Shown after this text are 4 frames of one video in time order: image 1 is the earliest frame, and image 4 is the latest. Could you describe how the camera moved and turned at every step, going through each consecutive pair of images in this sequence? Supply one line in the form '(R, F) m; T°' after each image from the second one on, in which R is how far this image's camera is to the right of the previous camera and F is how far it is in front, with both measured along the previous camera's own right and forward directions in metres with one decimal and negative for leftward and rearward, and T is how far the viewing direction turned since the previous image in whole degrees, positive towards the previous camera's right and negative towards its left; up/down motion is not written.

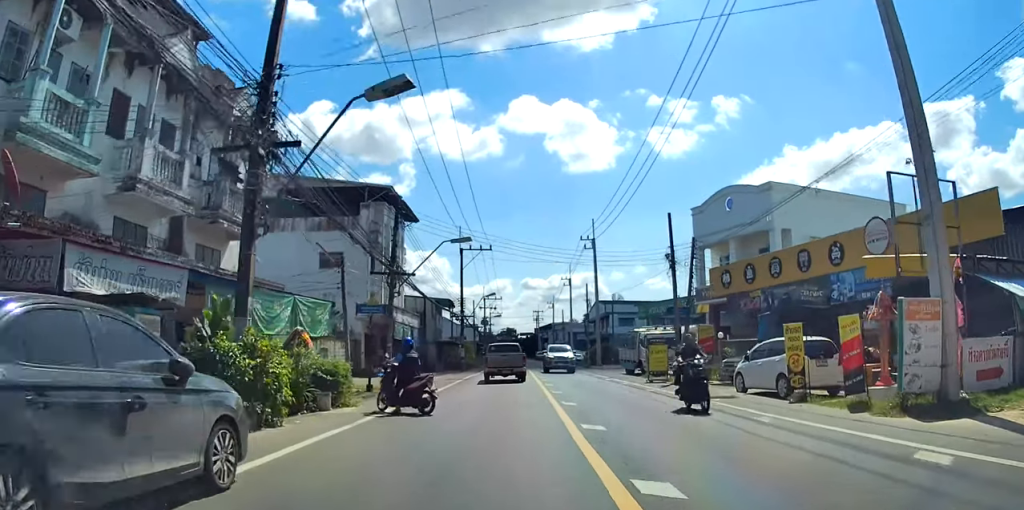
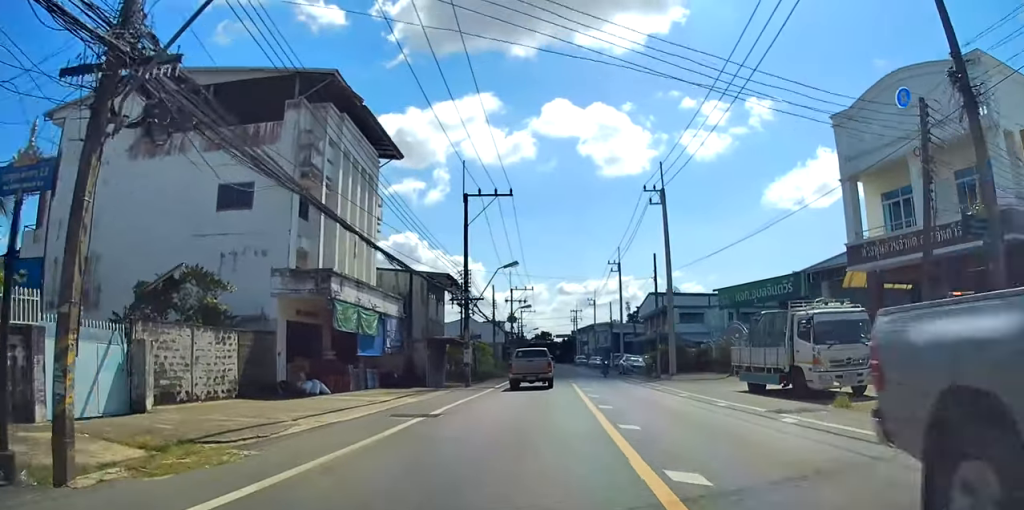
(-0.8, +19.3) m; -3°
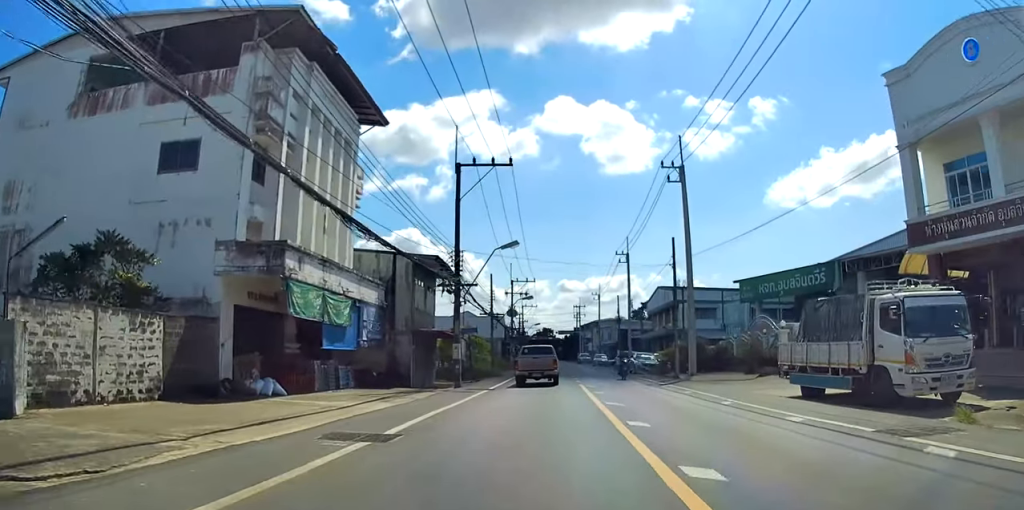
(+0.2, +5.4) m; -1°
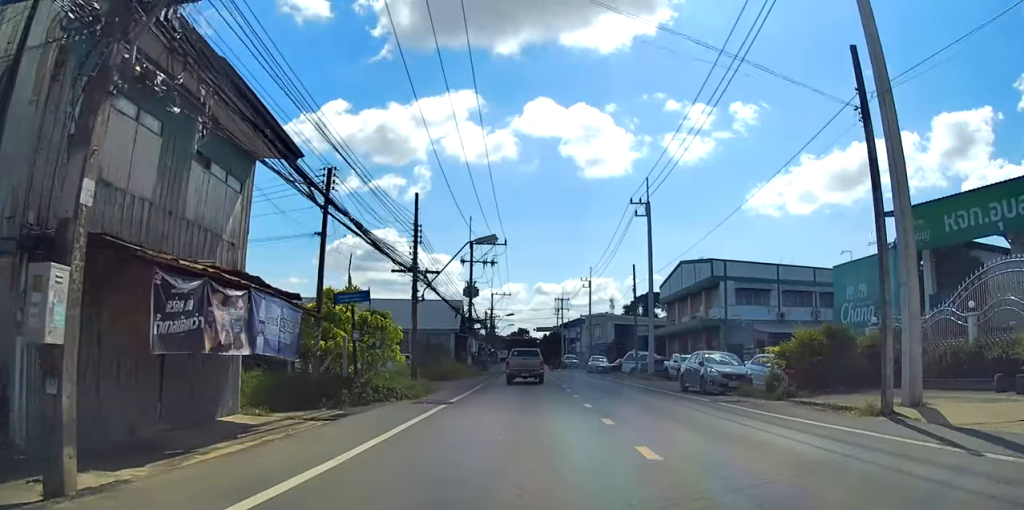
(-0.3, +24.0) m; +1°
